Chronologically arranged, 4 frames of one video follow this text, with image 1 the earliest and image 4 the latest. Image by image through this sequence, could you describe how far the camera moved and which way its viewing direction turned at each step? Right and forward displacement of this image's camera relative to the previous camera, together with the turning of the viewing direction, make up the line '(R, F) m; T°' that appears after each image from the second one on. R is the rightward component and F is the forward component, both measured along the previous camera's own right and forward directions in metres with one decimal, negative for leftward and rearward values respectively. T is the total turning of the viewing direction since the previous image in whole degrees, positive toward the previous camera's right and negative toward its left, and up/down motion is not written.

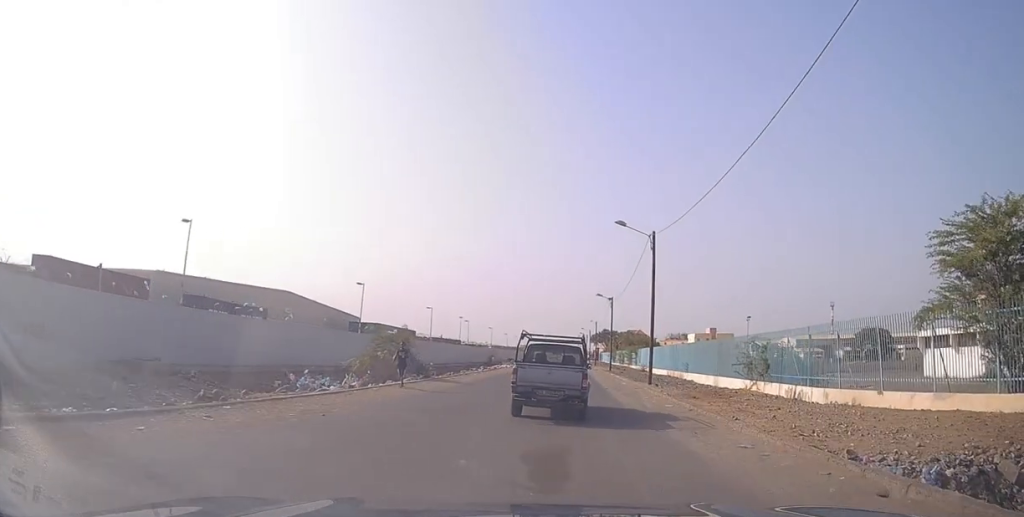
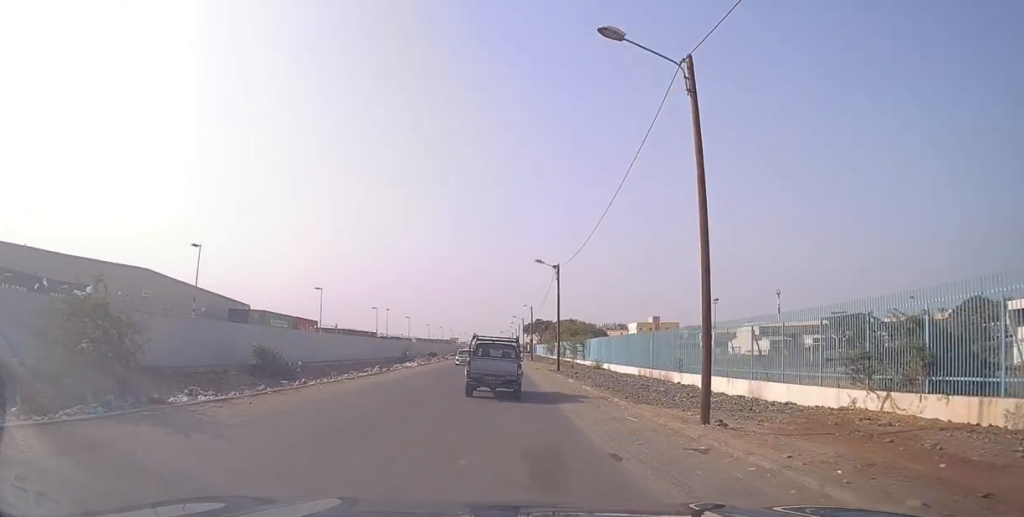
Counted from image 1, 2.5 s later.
(+1.9, +17.1) m; +5°
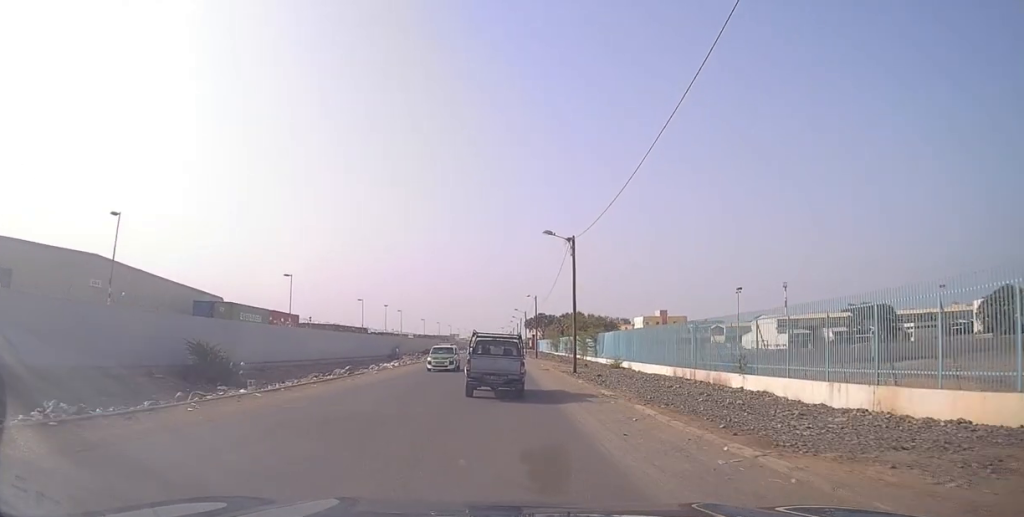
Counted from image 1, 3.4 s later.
(-0.1, +7.3) m; 0°
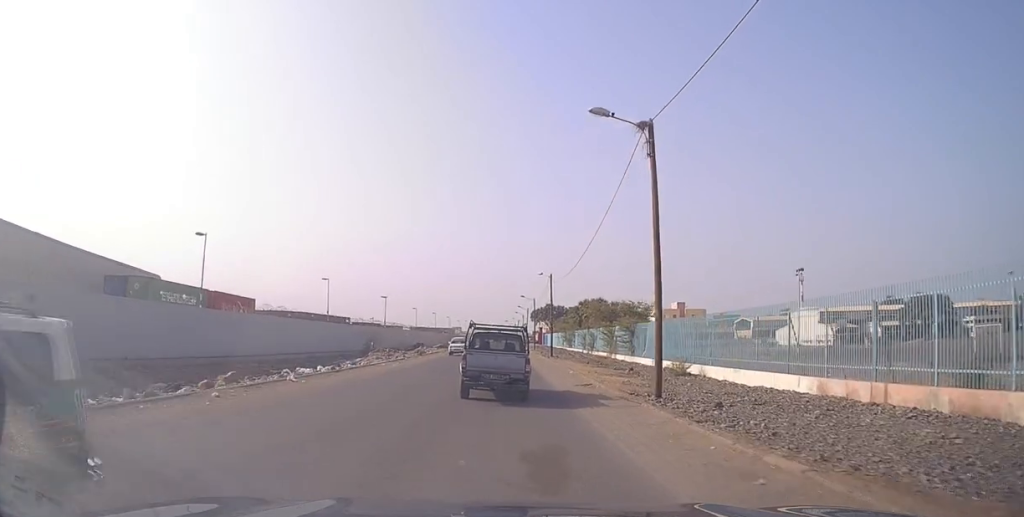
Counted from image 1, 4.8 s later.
(+0.6, +16.8) m; +2°
